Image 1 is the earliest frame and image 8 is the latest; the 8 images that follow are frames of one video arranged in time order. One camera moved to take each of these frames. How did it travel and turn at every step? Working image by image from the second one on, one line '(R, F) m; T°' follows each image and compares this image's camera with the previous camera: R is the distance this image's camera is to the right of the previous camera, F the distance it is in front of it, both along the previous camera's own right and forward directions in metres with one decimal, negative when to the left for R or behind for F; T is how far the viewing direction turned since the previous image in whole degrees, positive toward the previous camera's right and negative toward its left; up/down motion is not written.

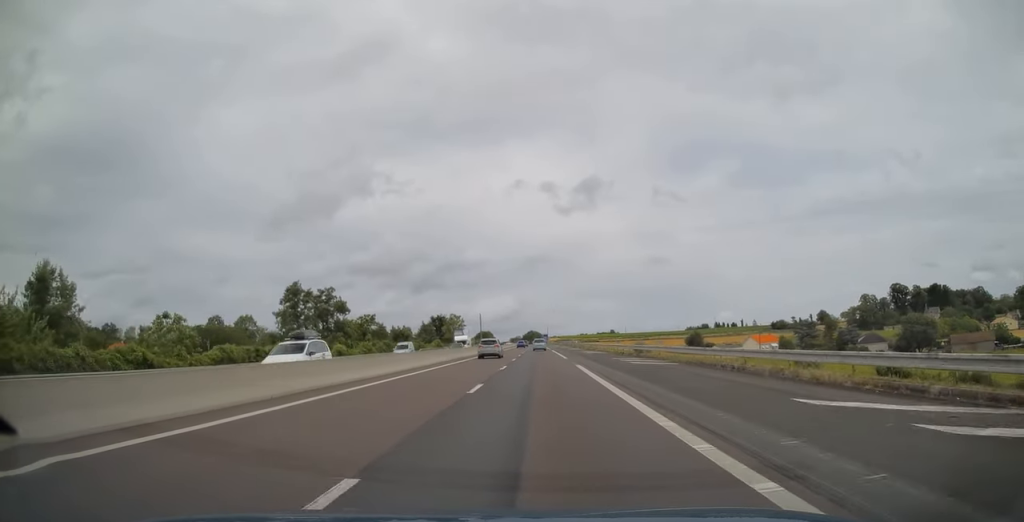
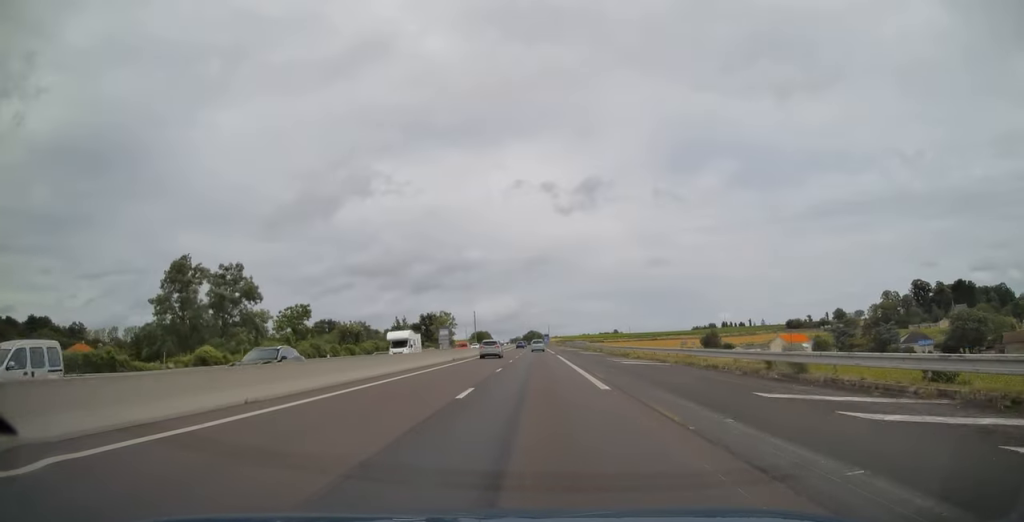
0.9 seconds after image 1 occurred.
(-0.2, +27.3) m; 0°
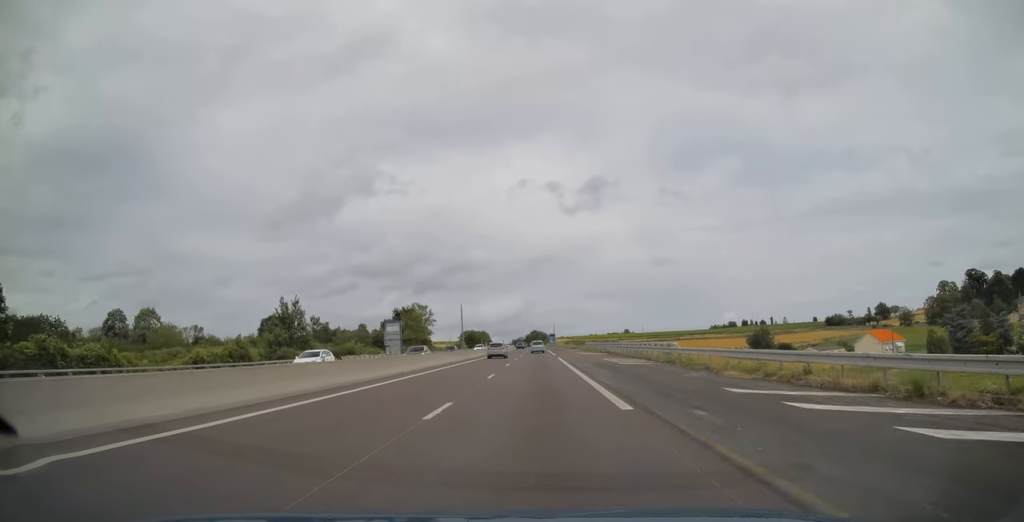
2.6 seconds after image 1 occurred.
(-0.2, +56.3) m; 0°
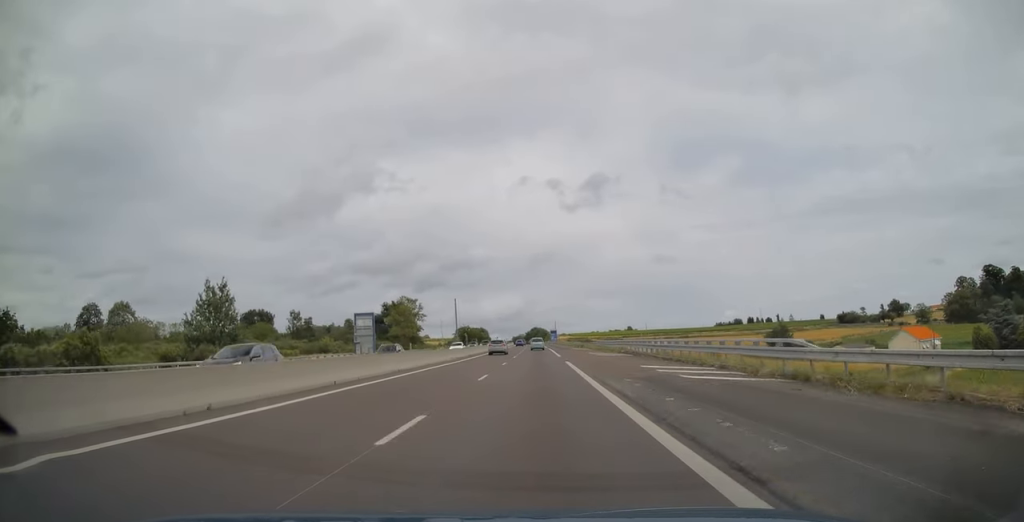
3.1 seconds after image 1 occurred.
(0.0, +16.1) m; 0°
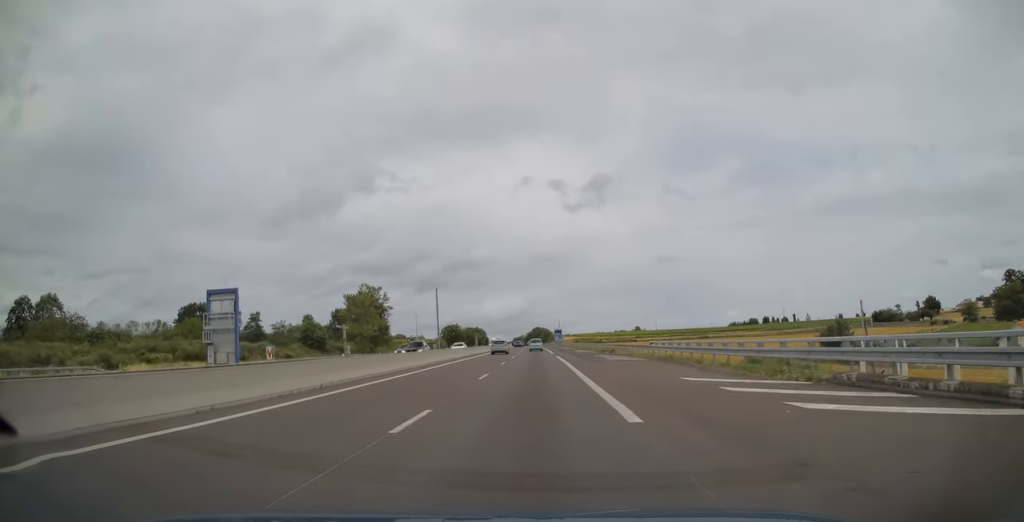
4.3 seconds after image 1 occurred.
(-0.1, +38.1) m; -1°
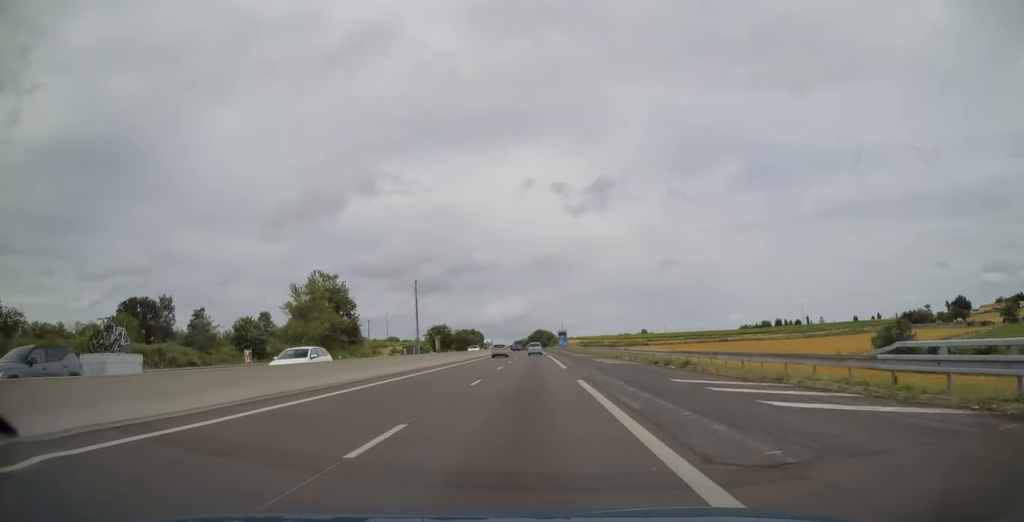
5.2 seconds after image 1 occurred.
(-0.3, +27.9) m; 0°
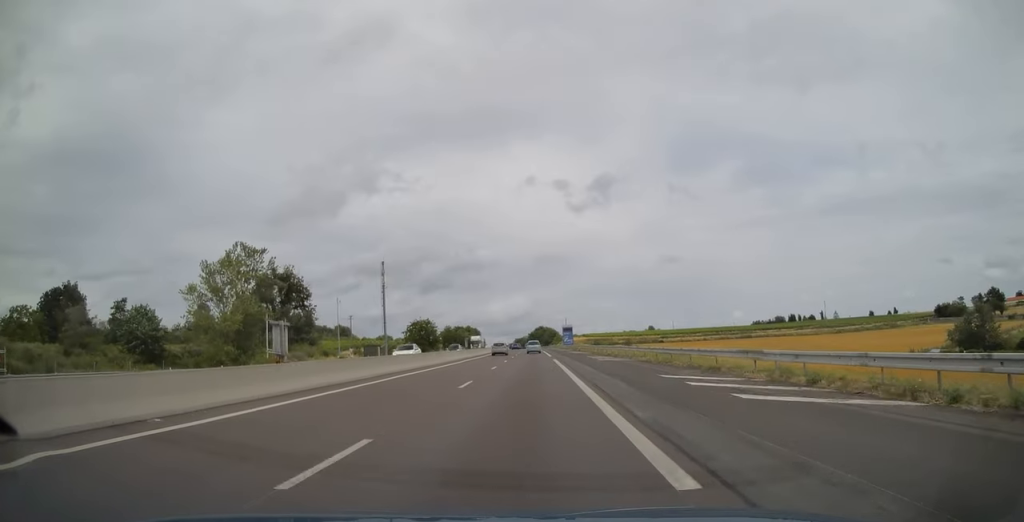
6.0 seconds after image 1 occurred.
(+0.4, +27.9) m; +1°
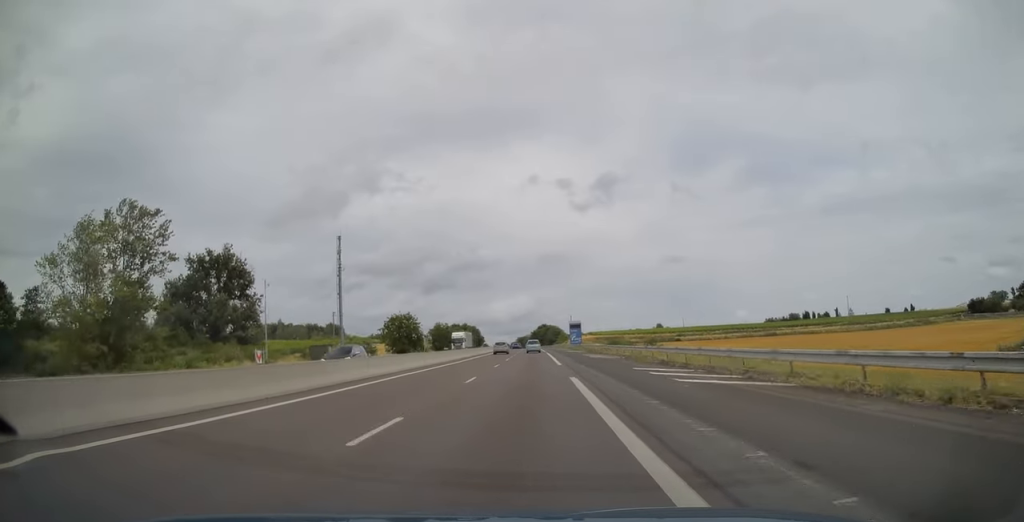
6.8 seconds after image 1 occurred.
(0.0, +23.6) m; 0°
